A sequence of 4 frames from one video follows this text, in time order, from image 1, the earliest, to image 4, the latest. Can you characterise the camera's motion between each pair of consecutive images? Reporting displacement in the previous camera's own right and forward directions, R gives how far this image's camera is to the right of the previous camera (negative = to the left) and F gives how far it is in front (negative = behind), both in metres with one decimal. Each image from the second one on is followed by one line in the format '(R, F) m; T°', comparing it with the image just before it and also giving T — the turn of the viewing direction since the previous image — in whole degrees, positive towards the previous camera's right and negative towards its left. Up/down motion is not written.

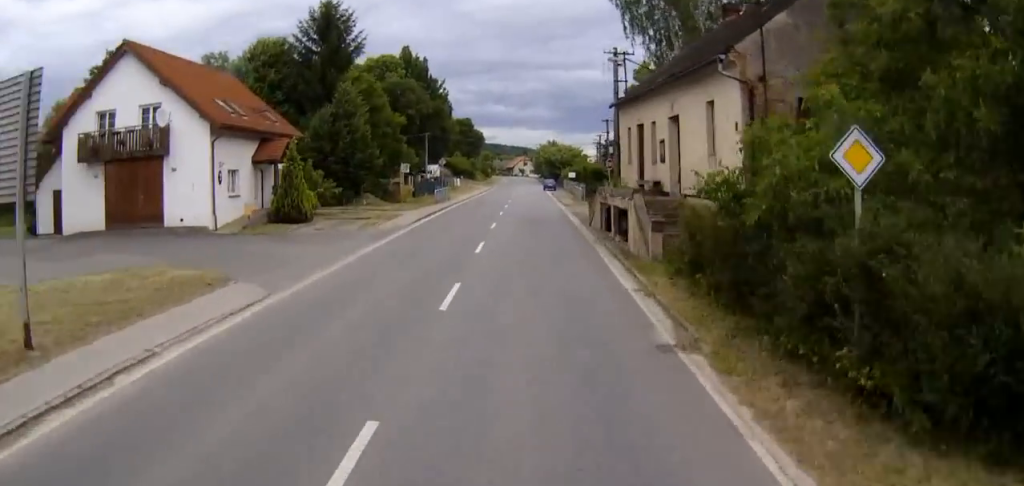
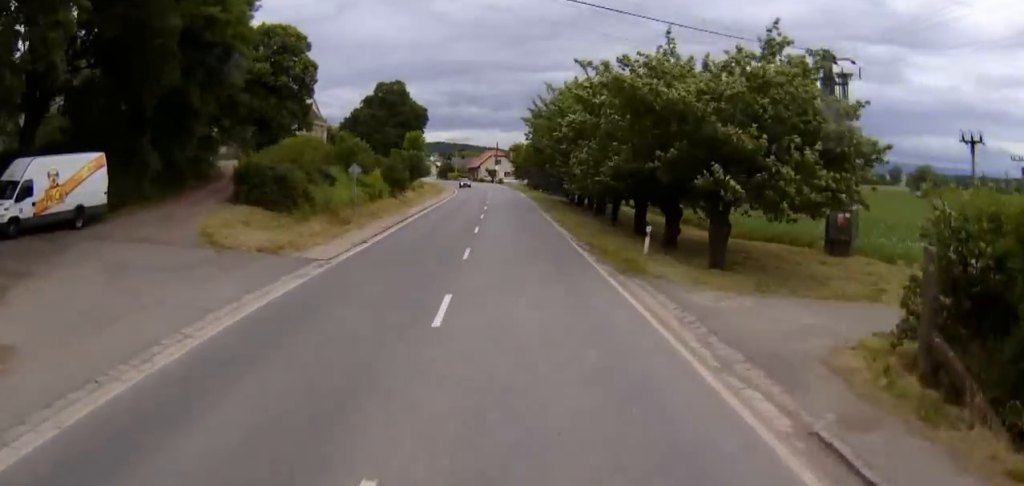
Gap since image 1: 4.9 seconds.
(+1.0, +108.3) m; +1°
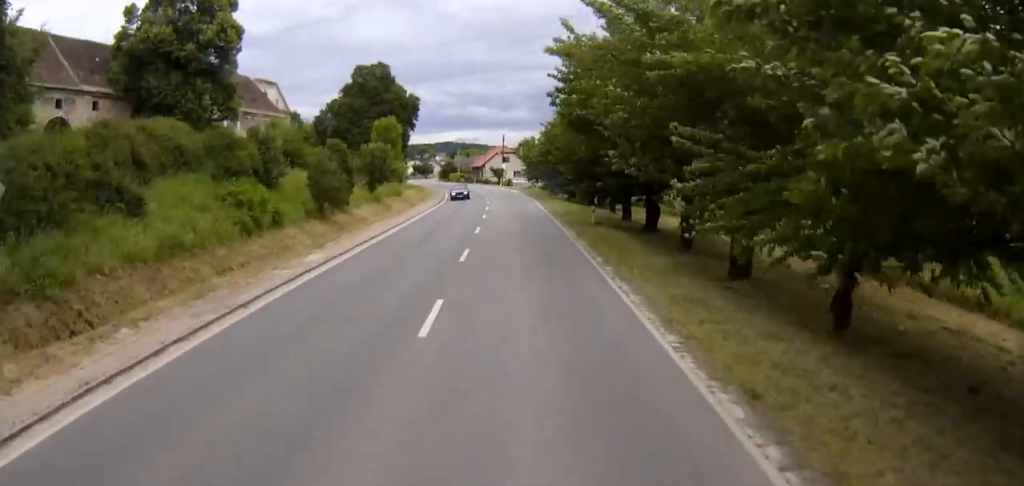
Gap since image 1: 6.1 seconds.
(+0.2, +27.2) m; +1°
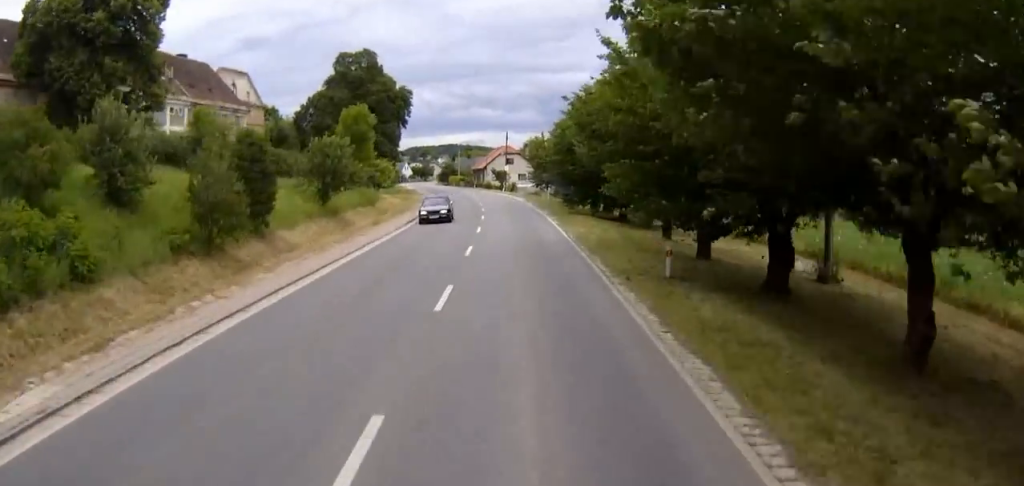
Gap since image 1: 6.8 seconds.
(0.0, +15.3) m; 0°
